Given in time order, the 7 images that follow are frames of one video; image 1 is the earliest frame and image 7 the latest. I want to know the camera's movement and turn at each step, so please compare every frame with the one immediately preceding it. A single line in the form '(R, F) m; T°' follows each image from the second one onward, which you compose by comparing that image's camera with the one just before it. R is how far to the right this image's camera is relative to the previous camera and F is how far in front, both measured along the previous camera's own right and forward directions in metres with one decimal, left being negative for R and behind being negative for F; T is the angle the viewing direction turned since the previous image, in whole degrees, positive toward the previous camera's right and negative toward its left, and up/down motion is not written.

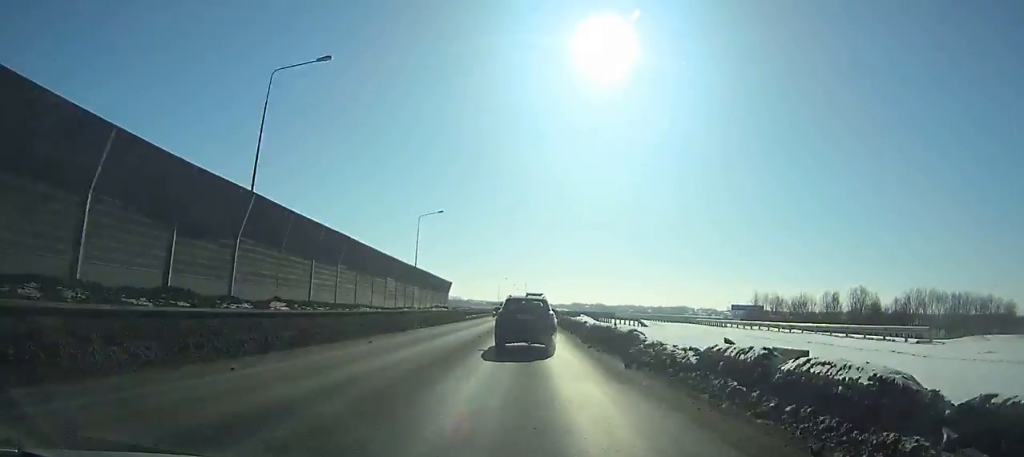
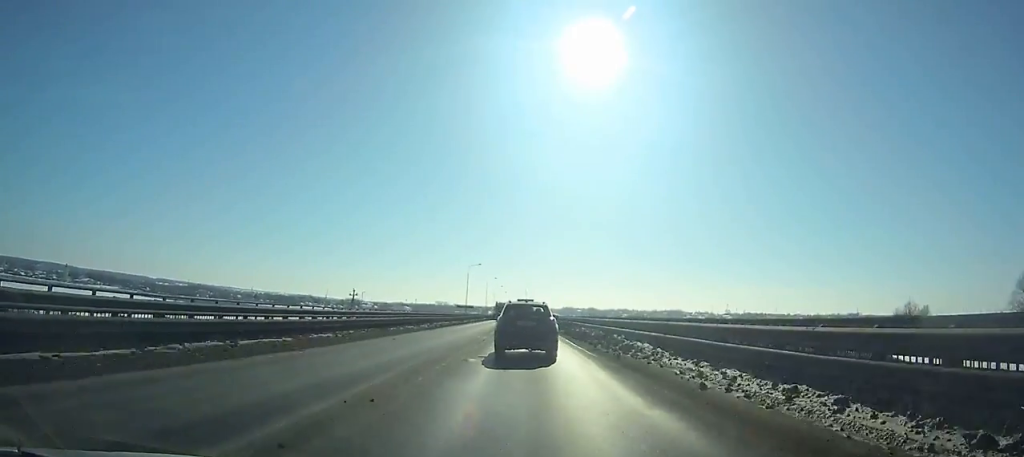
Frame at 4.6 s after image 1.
(+0.1, +76.0) m; 0°
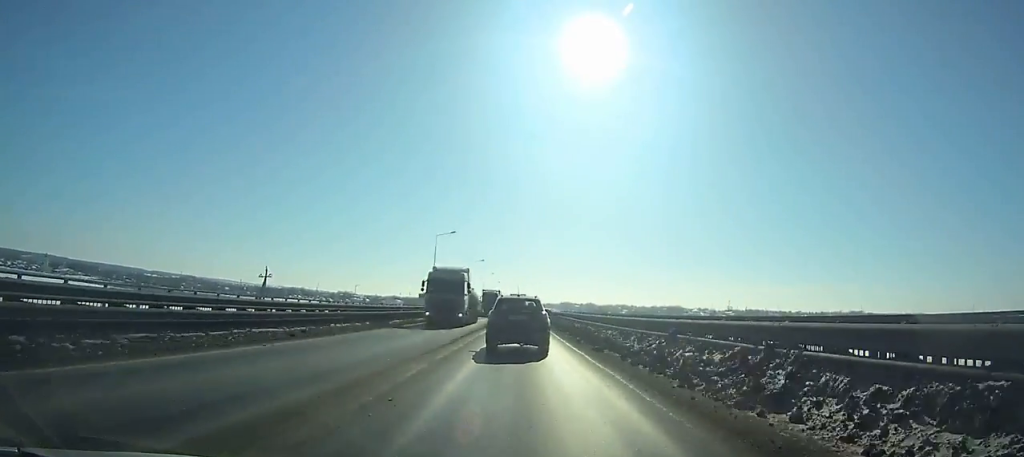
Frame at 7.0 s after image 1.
(+0.2, +40.0) m; 0°
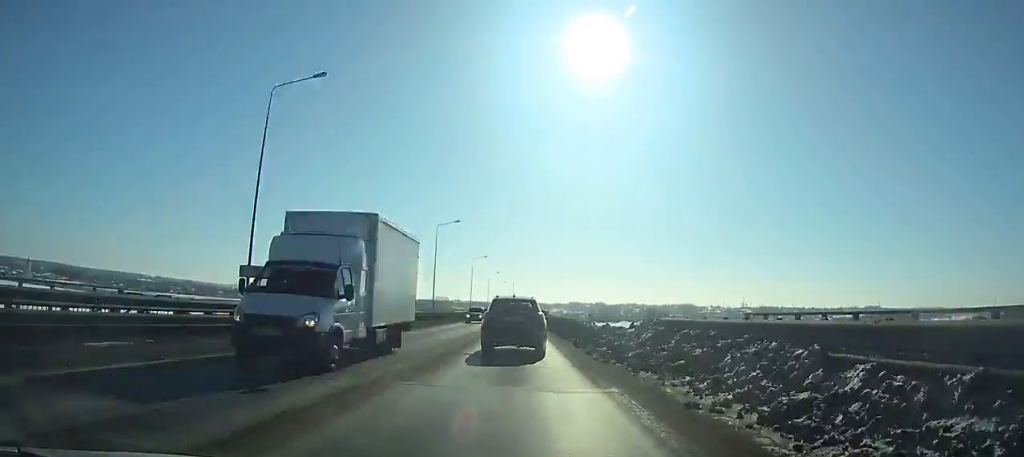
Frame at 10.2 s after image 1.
(-0.2, +53.2) m; -1°
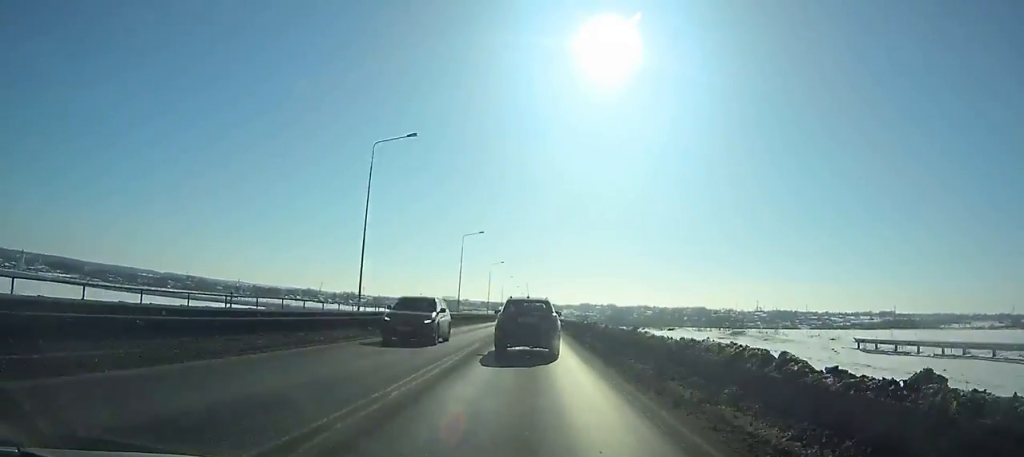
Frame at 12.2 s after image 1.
(-0.1, +33.2) m; 0°
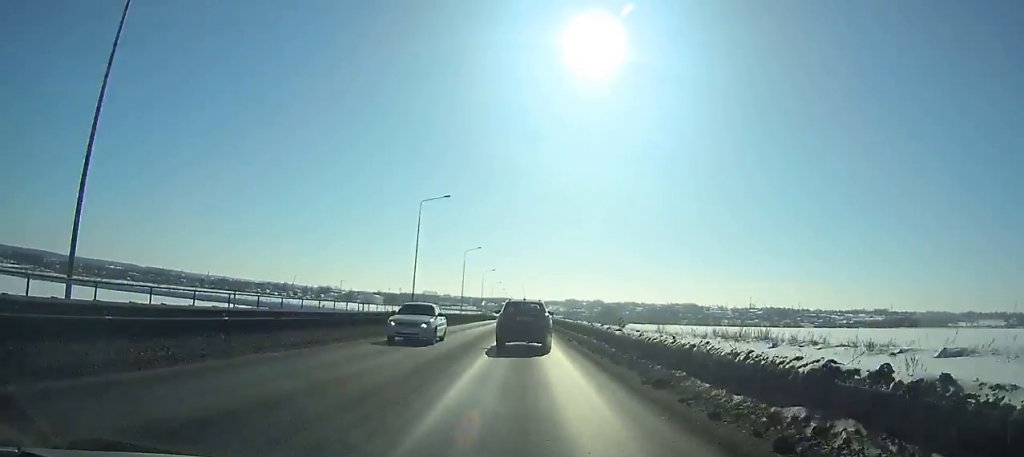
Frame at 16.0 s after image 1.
(+0.3, +63.5) m; +1°
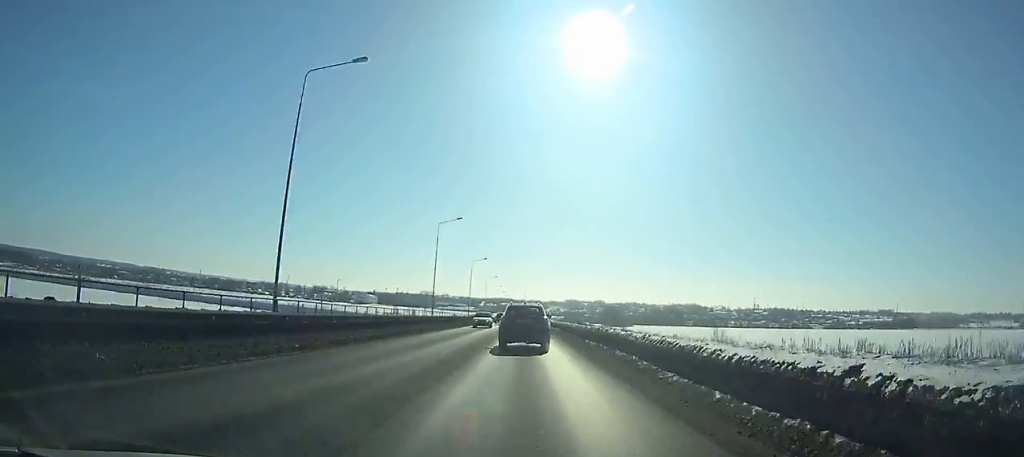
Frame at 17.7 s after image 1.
(+0.1, +29.0) m; 0°
